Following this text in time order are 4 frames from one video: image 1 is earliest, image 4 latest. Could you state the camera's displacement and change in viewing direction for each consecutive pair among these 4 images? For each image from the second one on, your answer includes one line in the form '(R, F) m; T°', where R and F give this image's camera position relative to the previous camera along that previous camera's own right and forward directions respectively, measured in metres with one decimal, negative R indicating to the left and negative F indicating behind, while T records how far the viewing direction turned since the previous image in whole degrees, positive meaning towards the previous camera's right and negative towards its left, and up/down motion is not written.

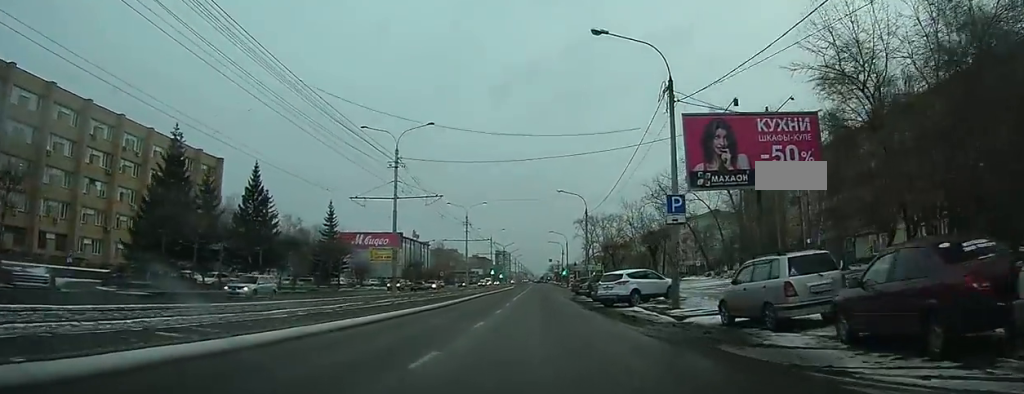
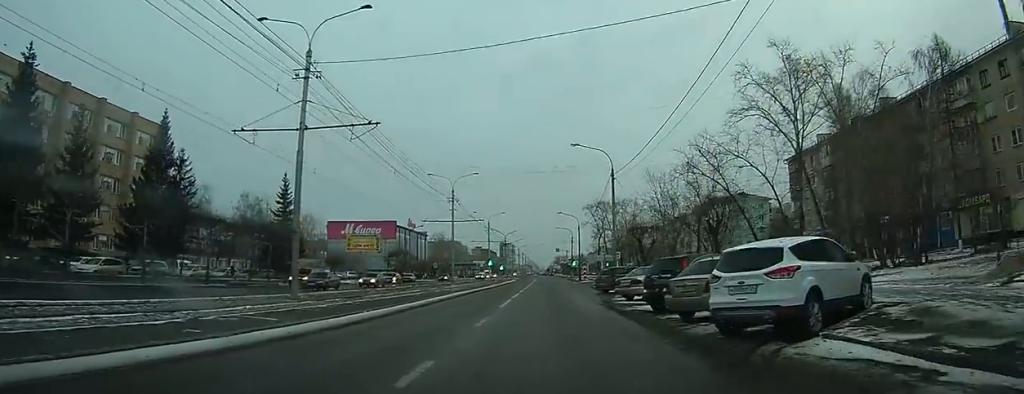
(-0.4, +17.3) m; -1°
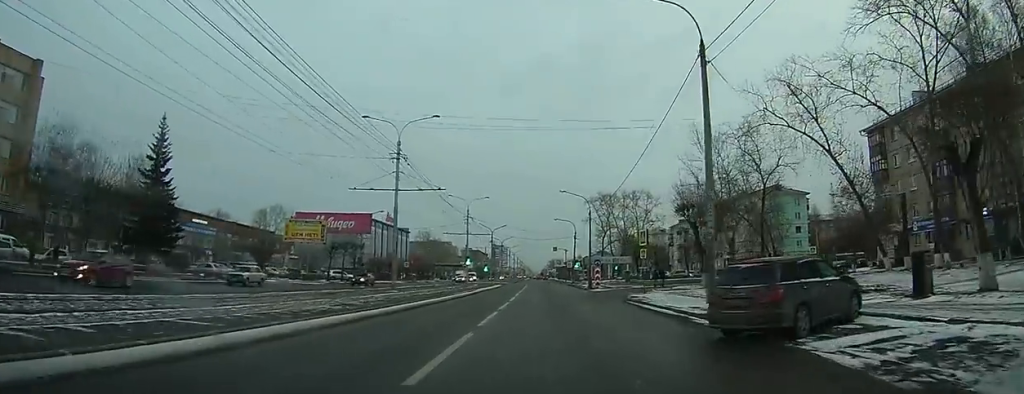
(+0.1, +23.5) m; +2°
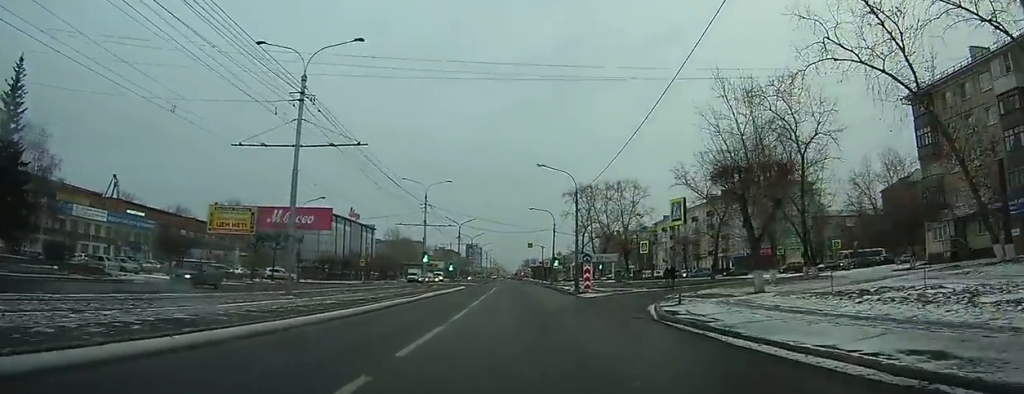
(+0.5, +13.1) m; +4°
